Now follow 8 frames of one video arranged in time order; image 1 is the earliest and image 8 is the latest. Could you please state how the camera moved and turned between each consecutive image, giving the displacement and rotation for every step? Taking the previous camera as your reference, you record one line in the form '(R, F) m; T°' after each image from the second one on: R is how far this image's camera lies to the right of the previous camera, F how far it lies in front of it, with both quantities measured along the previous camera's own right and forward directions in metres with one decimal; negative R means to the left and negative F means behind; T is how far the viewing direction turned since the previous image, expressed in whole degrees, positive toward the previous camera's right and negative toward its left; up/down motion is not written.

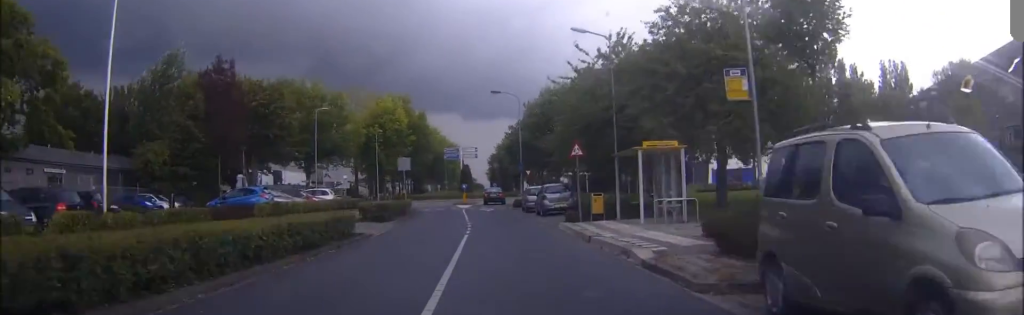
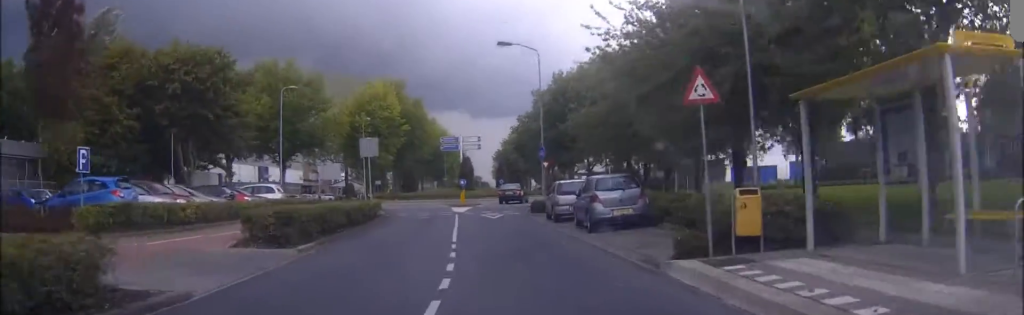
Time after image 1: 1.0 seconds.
(0.0, +15.6) m; 0°
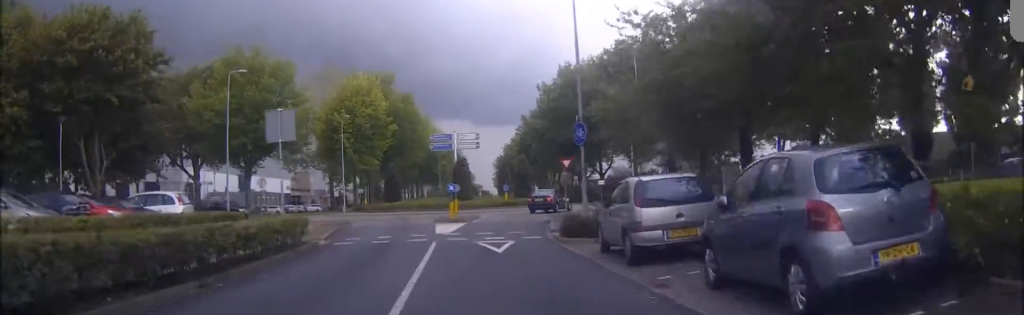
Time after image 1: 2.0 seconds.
(0.0, +14.0) m; 0°
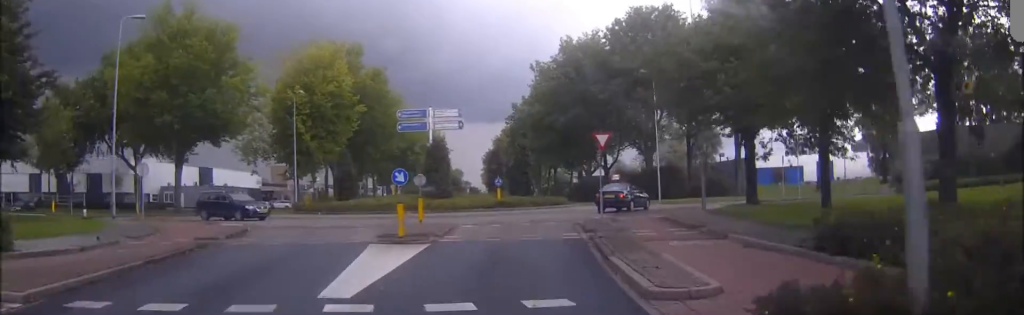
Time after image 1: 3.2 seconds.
(0.0, +16.1) m; 0°
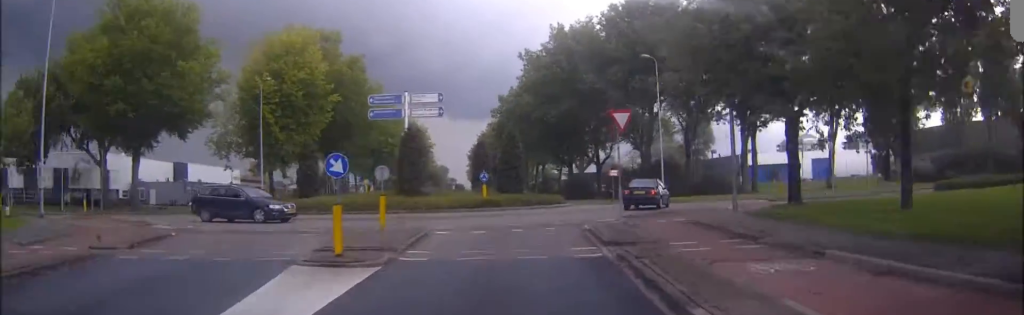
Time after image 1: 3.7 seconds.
(0.0, +6.7) m; +1°
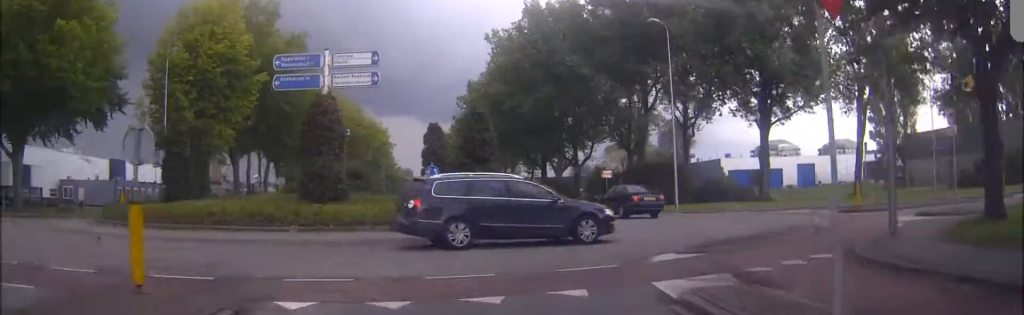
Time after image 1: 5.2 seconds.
(+0.6, +14.8) m; +6°
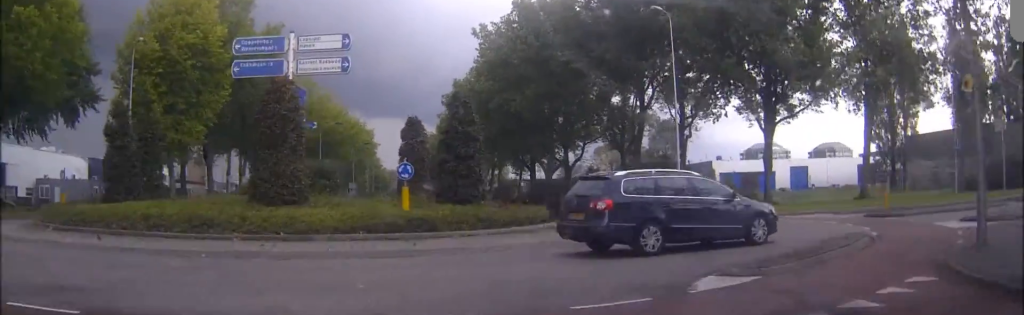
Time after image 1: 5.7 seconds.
(+0.1, +4.1) m; +2°
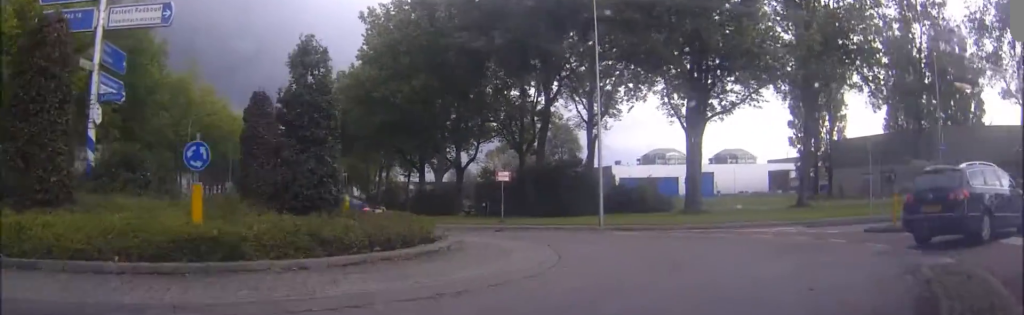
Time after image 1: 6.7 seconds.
(+0.1, +8.1) m; +5°
